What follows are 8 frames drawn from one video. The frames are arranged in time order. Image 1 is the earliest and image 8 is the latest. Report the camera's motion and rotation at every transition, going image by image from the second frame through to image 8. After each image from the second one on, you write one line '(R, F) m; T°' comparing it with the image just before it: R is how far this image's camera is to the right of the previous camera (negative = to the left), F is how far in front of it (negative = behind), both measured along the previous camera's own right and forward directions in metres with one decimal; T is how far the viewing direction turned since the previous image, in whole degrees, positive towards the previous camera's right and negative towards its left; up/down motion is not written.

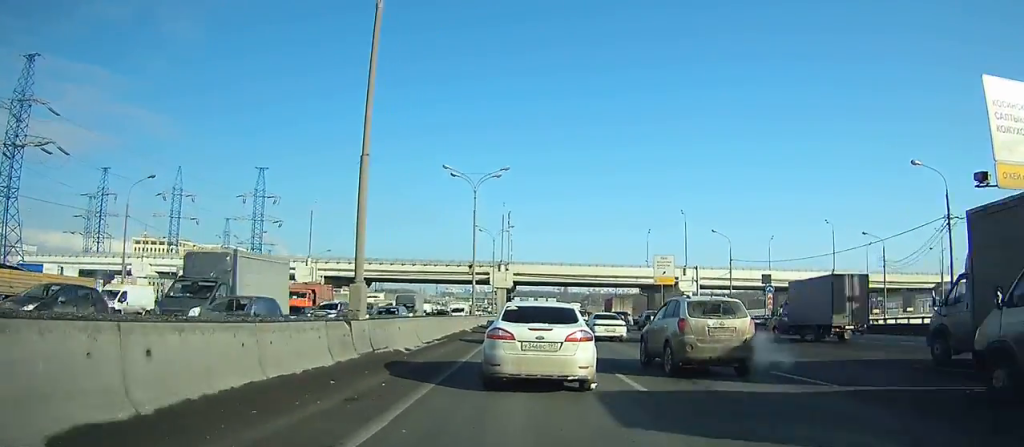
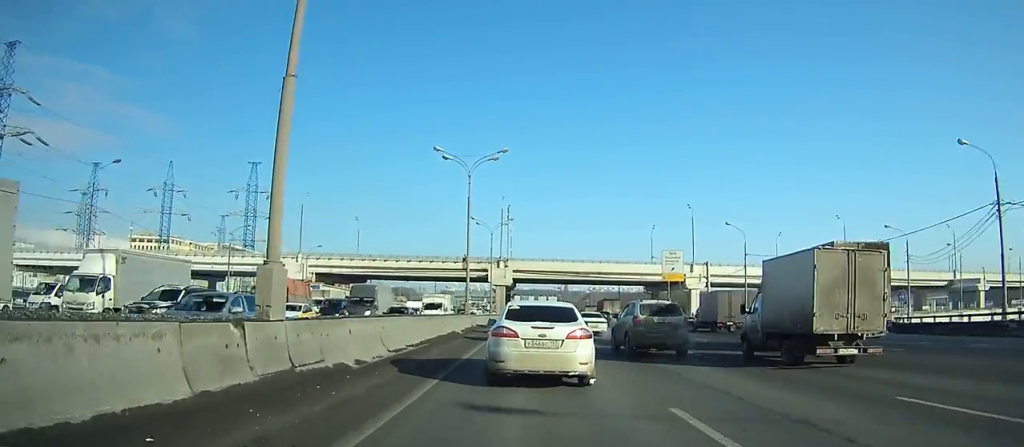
(0.0, +4.2) m; +1°
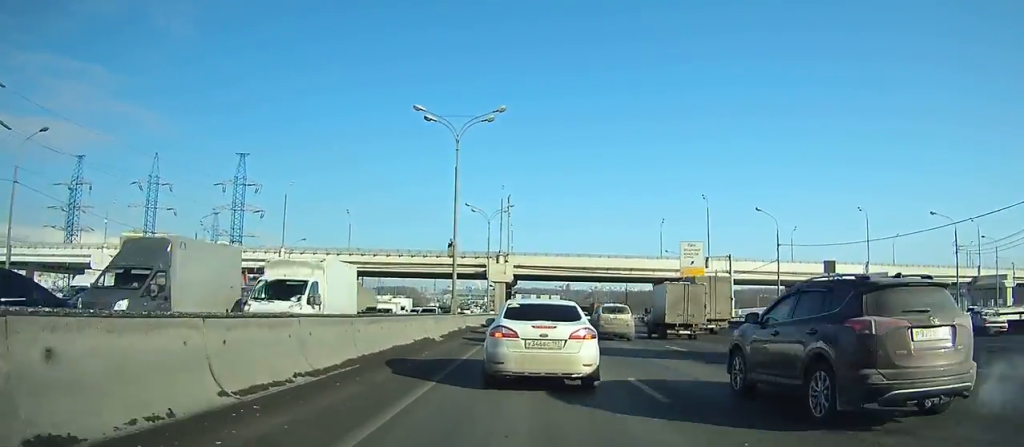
(+0.1, +6.9) m; +1°
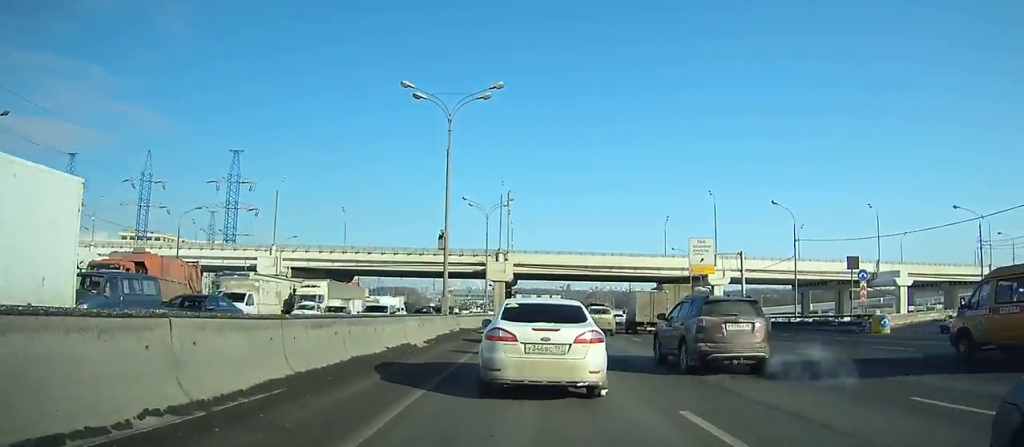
(0.0, +3.6) m; 0°
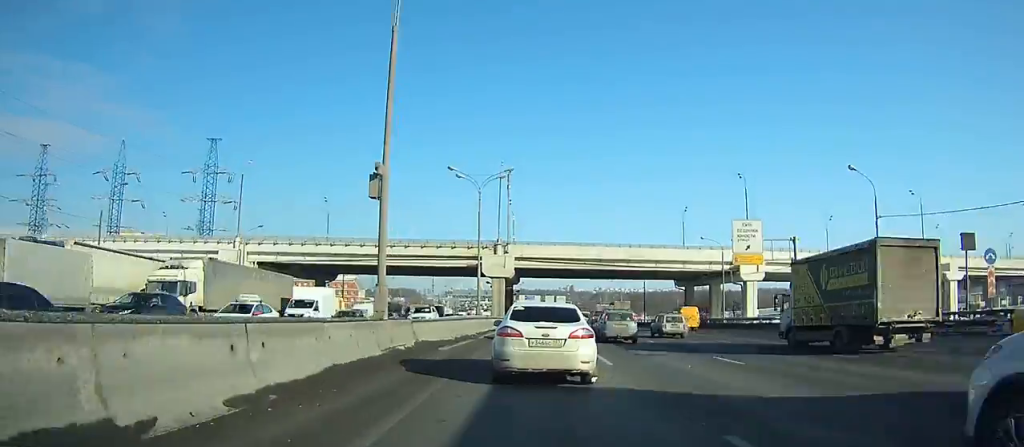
(+0.1, +15.3) m; +1°
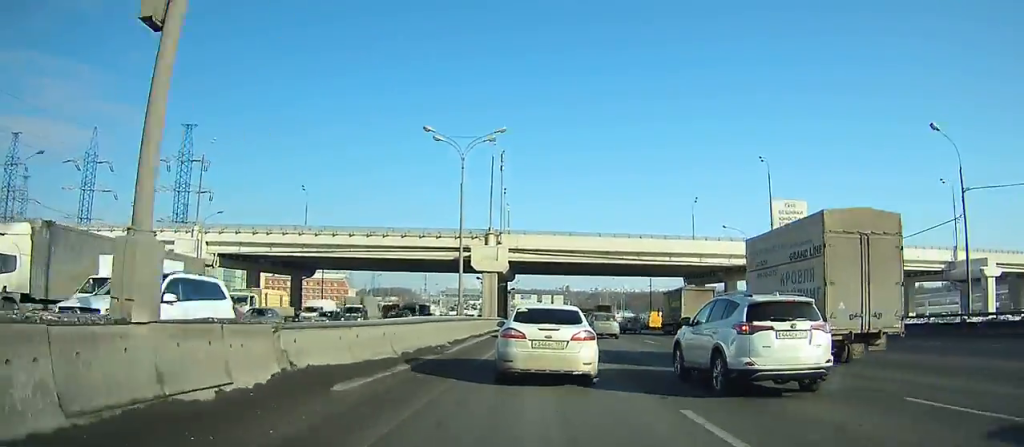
(0.0, +9.5) m; 0°
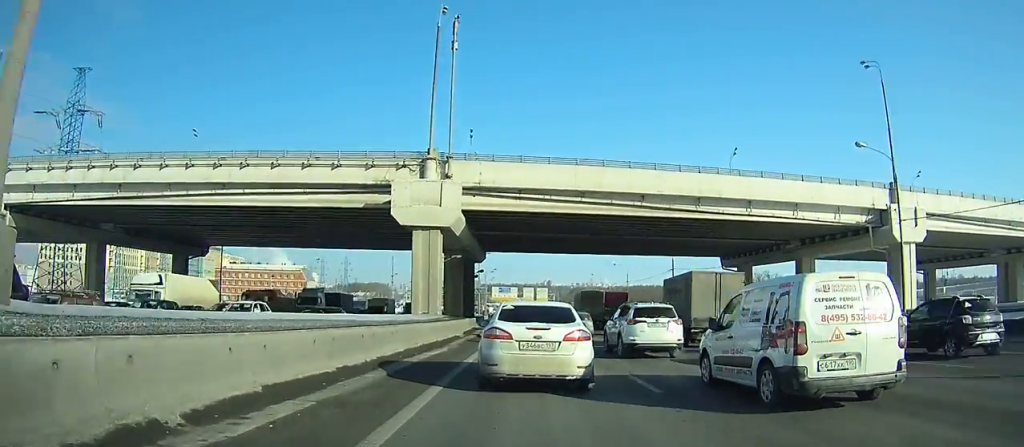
(-0.5, +30.0) m; -1°
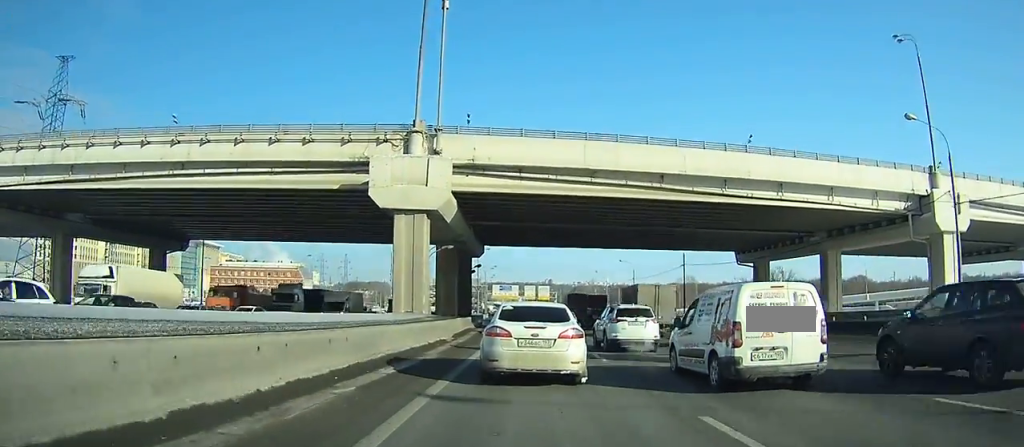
(0.0, +6.3) m; 0°
